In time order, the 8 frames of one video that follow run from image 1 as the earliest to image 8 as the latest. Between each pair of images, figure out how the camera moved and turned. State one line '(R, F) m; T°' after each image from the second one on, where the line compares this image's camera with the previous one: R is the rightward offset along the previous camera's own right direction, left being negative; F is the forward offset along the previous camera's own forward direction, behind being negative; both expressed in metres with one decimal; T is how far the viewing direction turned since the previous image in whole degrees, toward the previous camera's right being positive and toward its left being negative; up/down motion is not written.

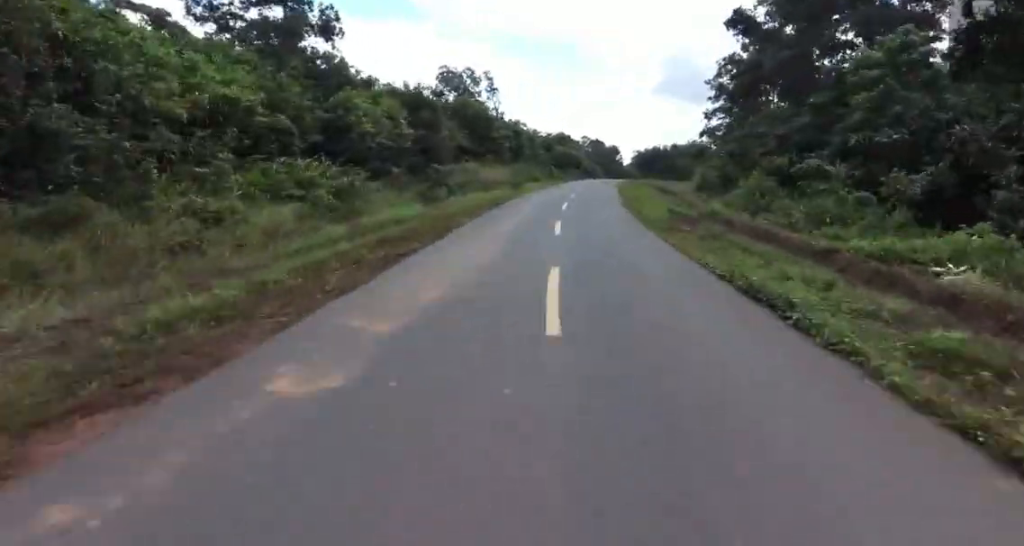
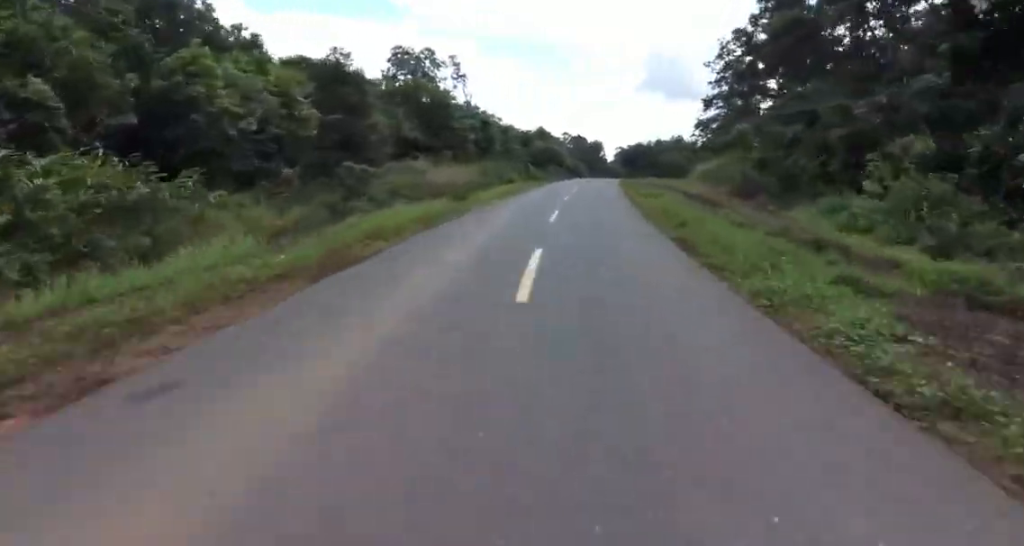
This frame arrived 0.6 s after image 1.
(+0.2, +15.0) m; +1°
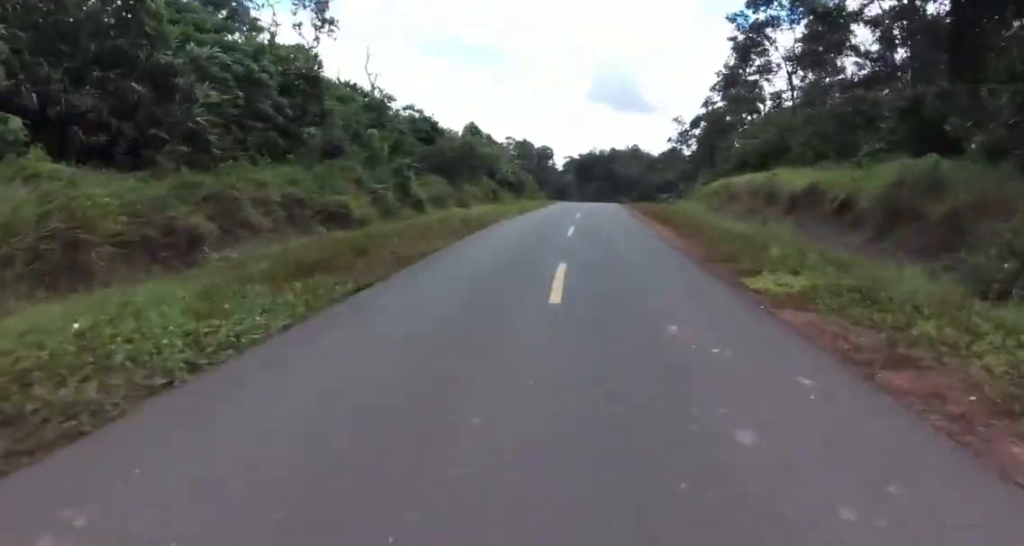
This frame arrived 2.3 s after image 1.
(+3.0, +41.1) m; +8°
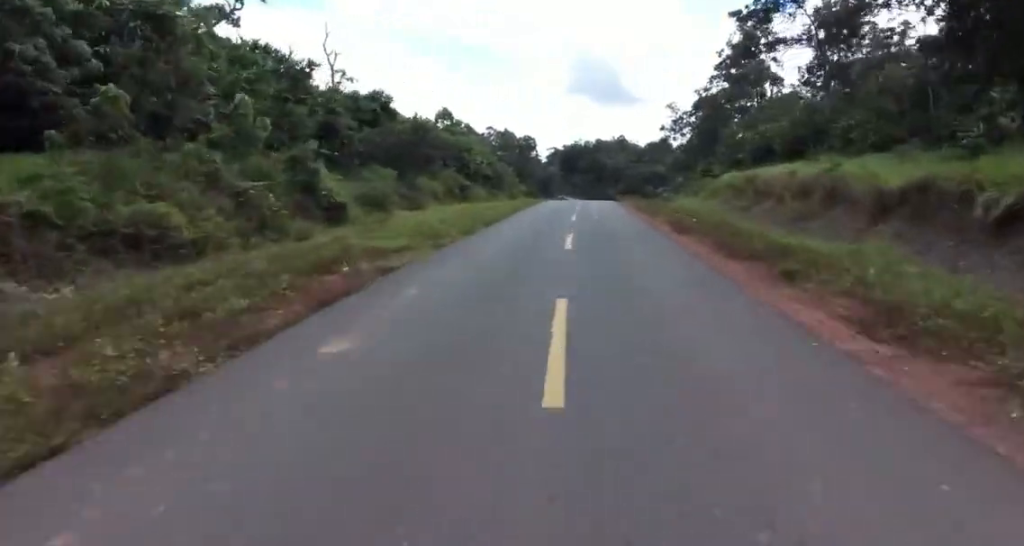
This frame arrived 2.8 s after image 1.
(+0.2, +11.6) m; +1°
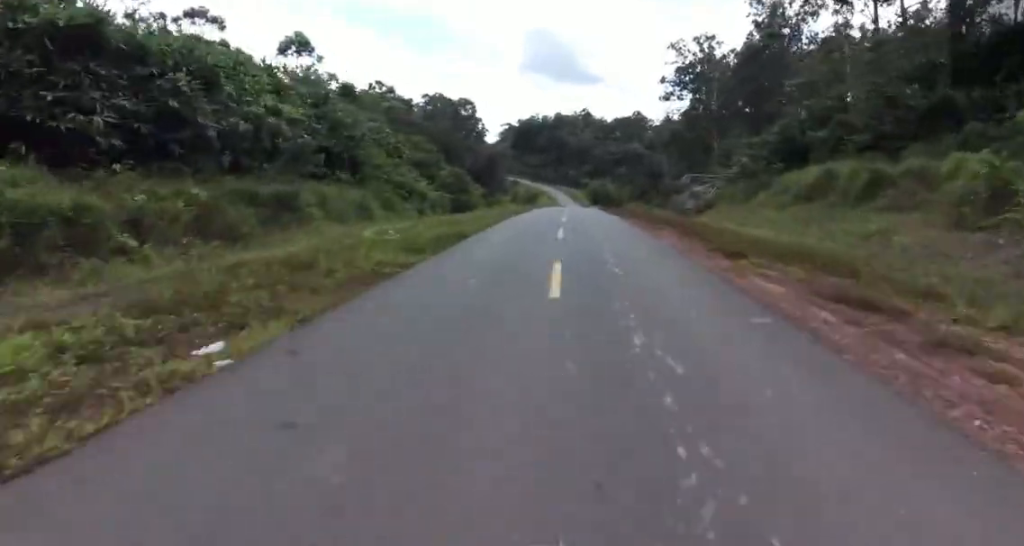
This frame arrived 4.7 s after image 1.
(+1.0, +47.9) m; +5°
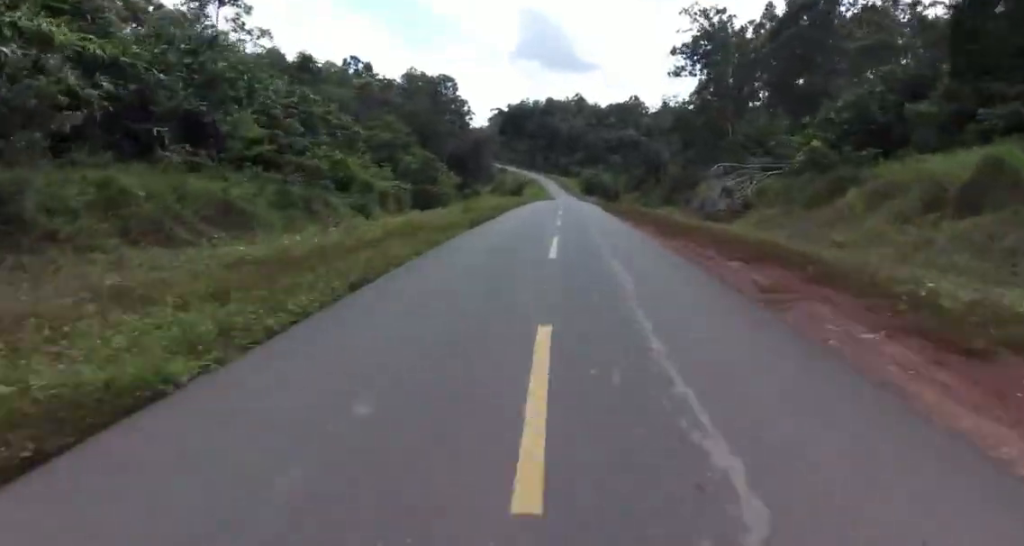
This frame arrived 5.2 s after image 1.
(+1.0, +12.8) m; 0°
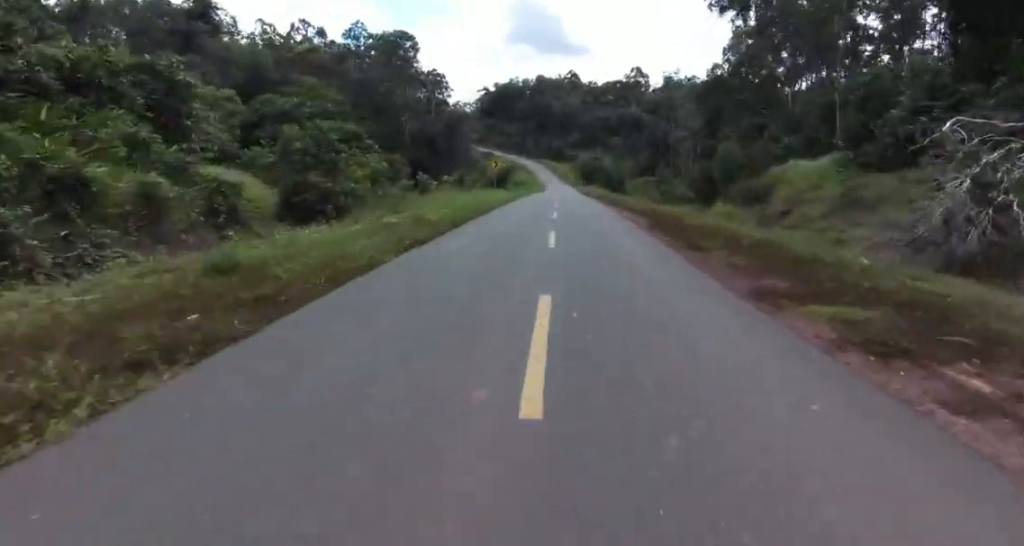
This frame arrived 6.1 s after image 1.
(-0.6, +25.0) m; -2°
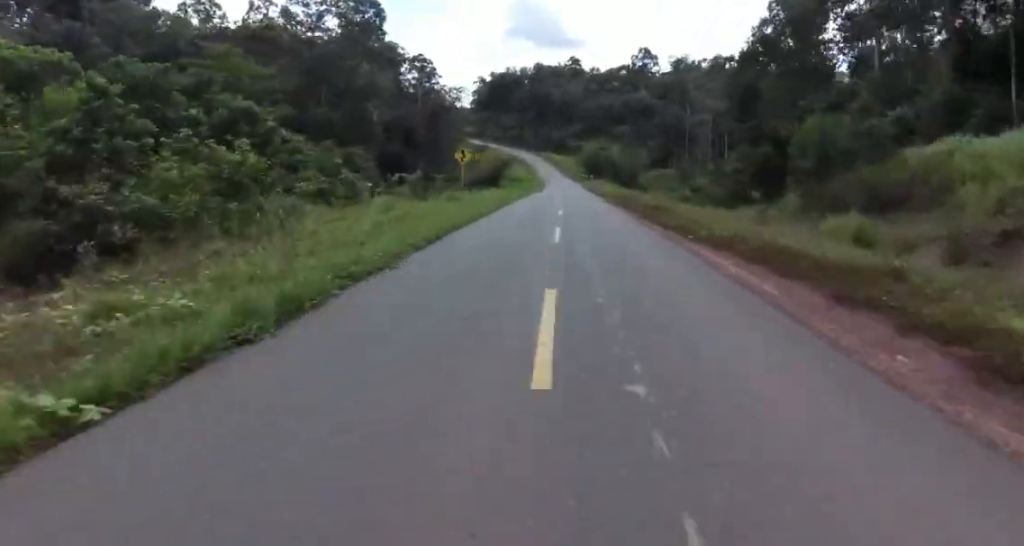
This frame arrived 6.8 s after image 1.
(-0.3, +16.5) m; 0°
